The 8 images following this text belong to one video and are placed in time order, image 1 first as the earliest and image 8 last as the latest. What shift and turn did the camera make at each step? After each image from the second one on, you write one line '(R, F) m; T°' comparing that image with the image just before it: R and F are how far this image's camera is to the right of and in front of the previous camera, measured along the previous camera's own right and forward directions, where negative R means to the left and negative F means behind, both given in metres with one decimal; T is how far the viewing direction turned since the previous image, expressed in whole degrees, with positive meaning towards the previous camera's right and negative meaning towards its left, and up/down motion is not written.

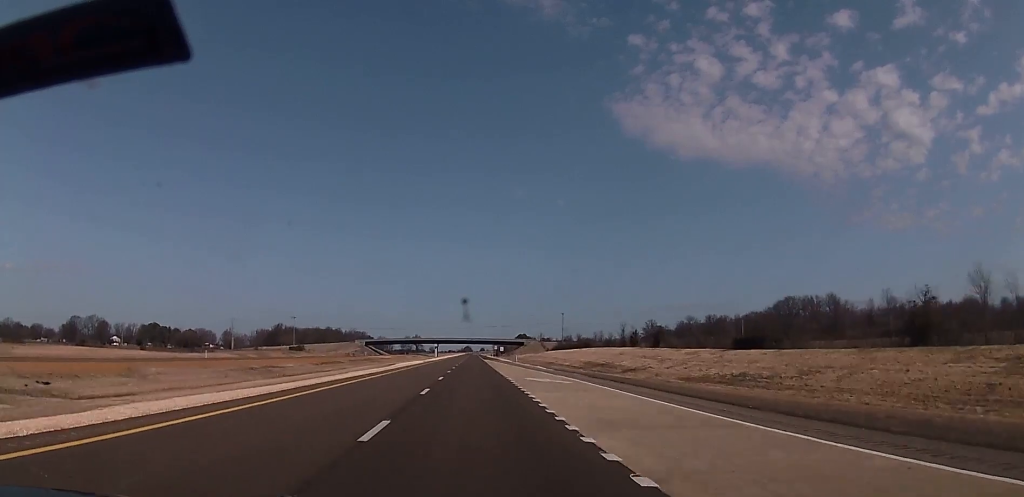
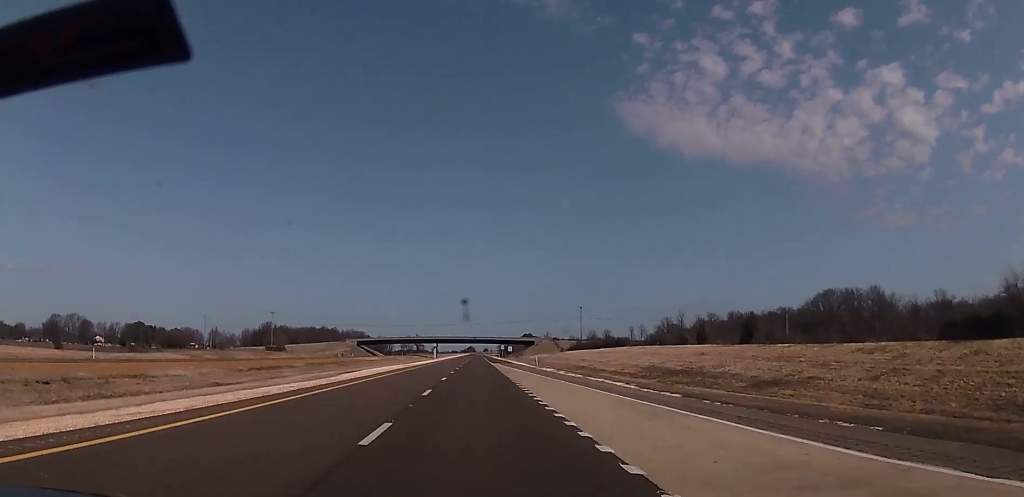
(0.0, +37.0) m; 0°
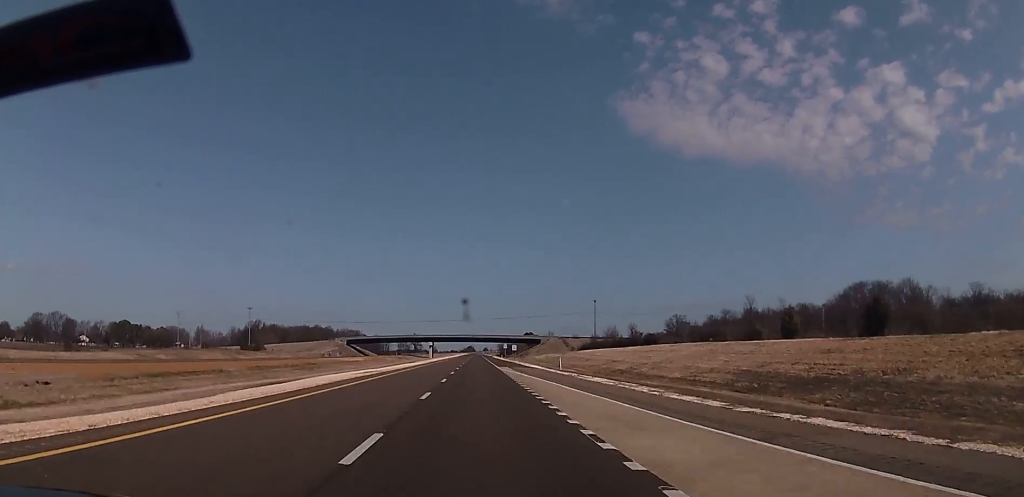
(0.0, +26.2) m; 0°
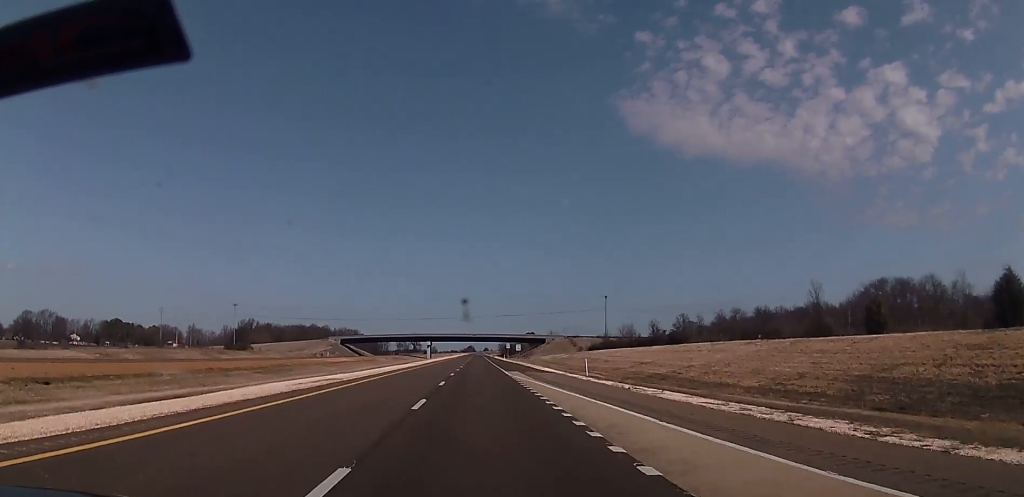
(0.0, +15.5) m; 0°
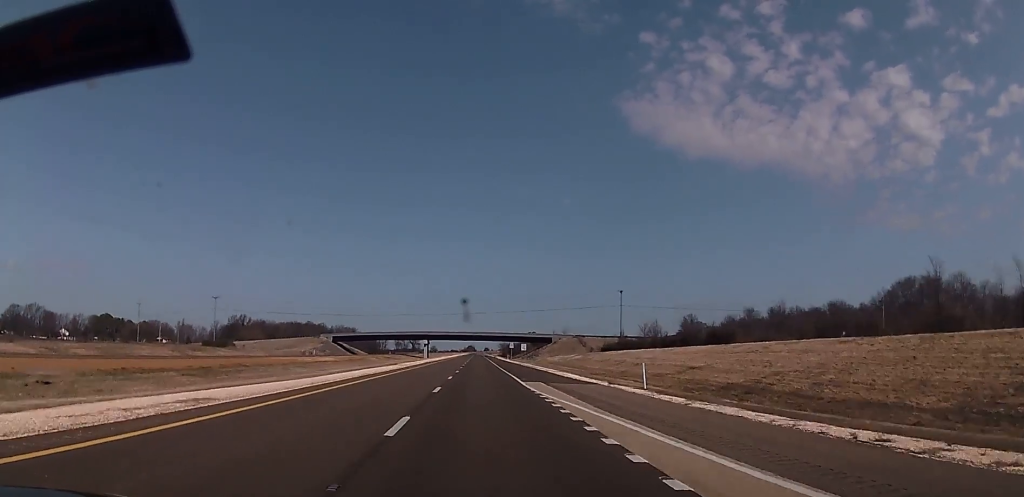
(0.0, +17.8) m; 0°
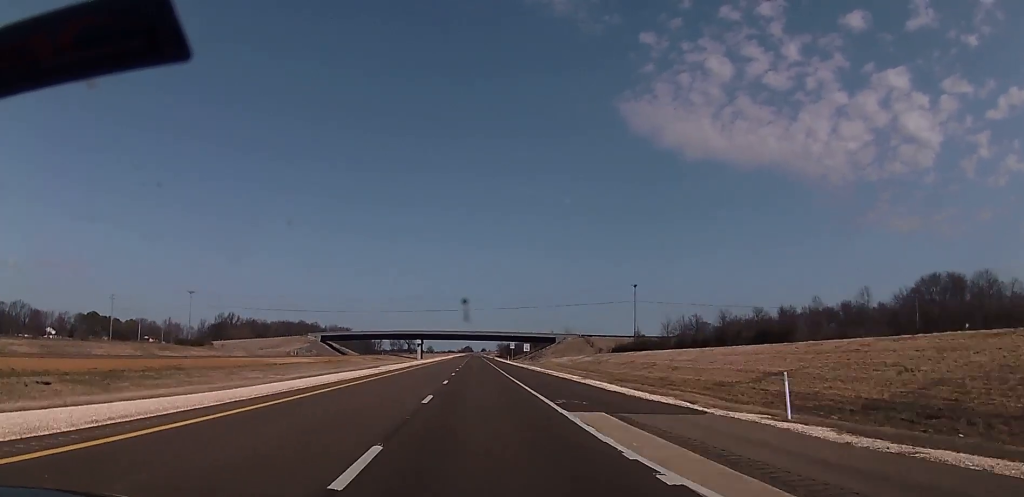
(0.0, +16.6) m; 0°
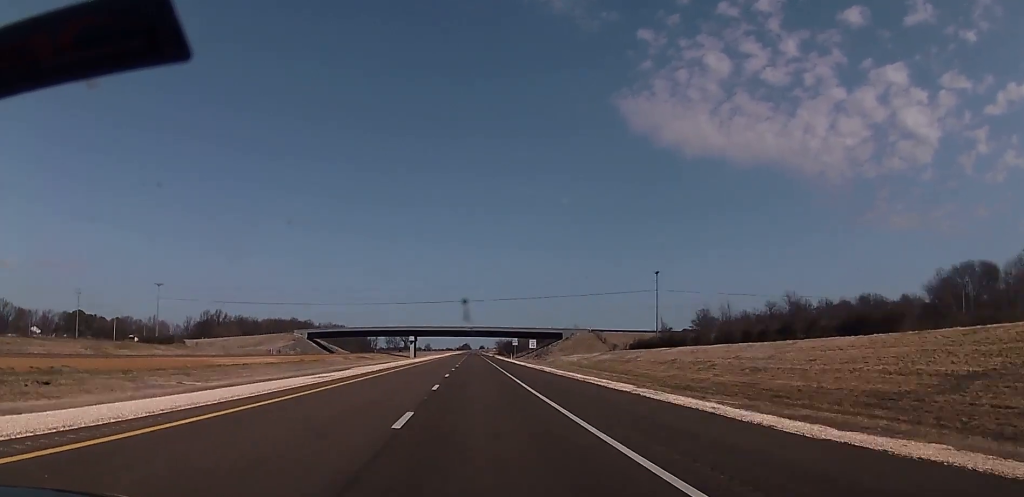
(0.0, +18.9) m; 0°
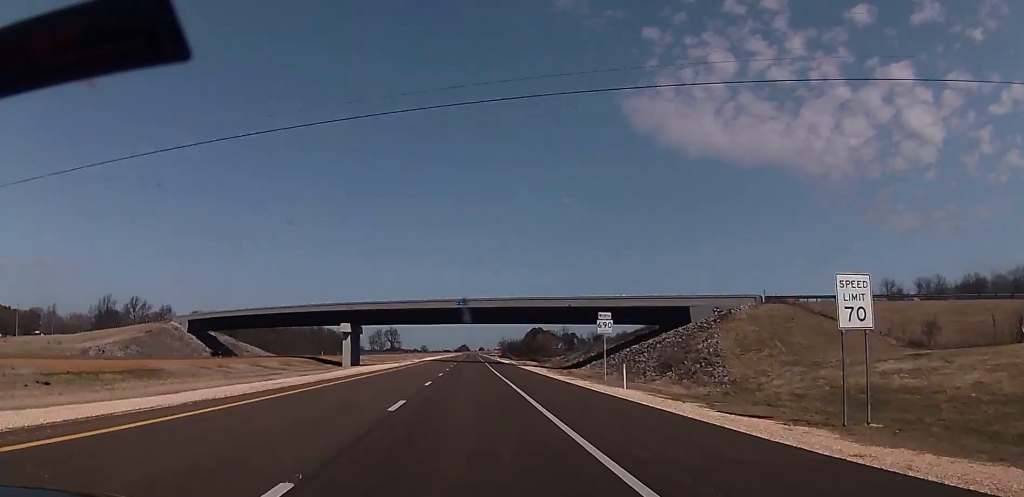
(+0.3, +105.6) m; +1°
